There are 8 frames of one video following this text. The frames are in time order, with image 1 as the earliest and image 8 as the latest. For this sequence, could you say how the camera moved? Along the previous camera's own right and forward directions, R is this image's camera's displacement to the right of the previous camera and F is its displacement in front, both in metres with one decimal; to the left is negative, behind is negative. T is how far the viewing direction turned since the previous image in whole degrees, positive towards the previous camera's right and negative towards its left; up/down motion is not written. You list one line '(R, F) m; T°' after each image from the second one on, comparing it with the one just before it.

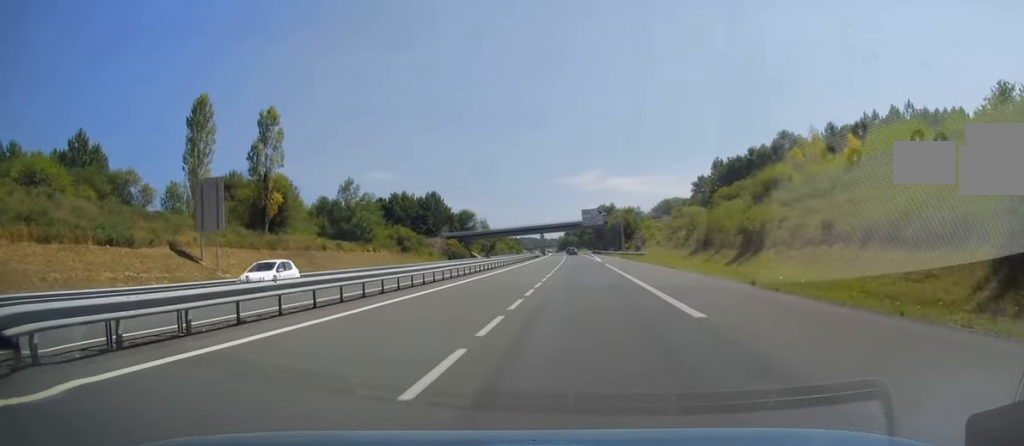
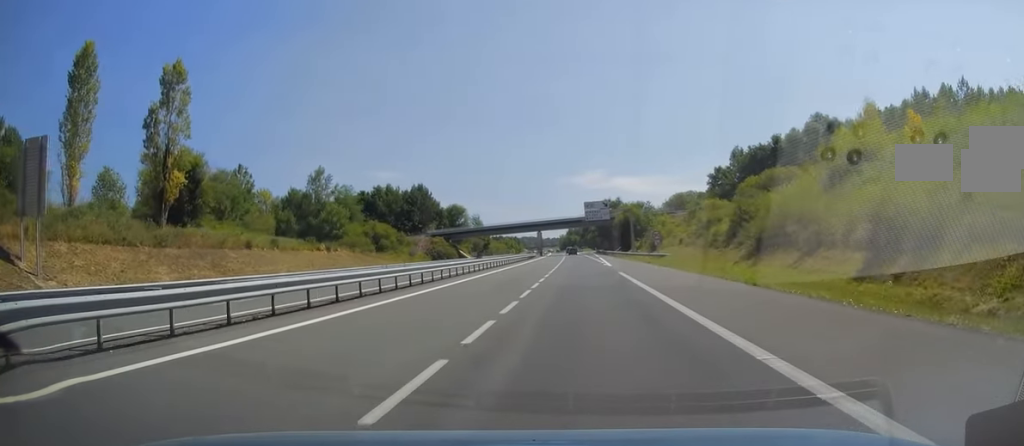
(0.0, +18.2) m; 0°
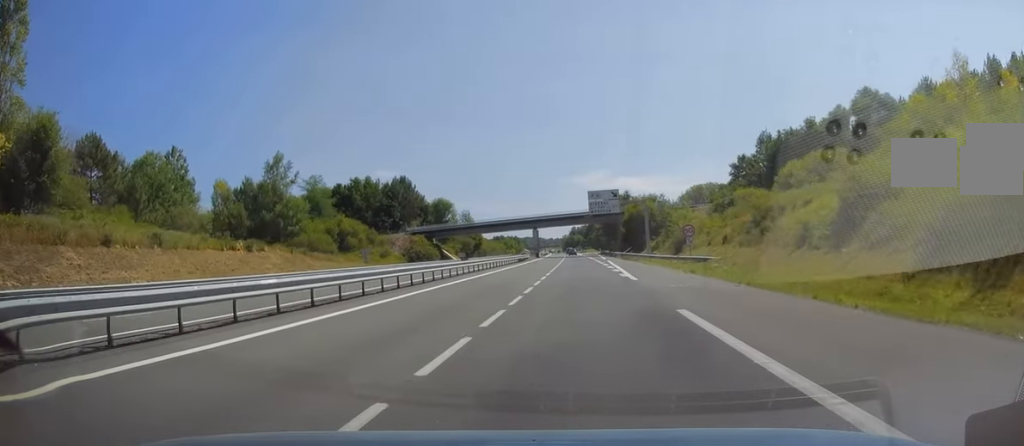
(0.0, +19.7) m; 0°
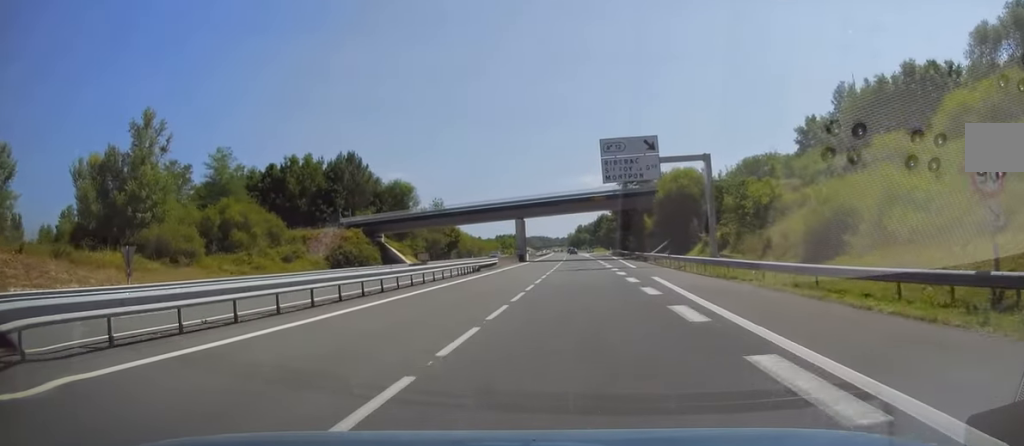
(-0.1, +37.9) m; 0°
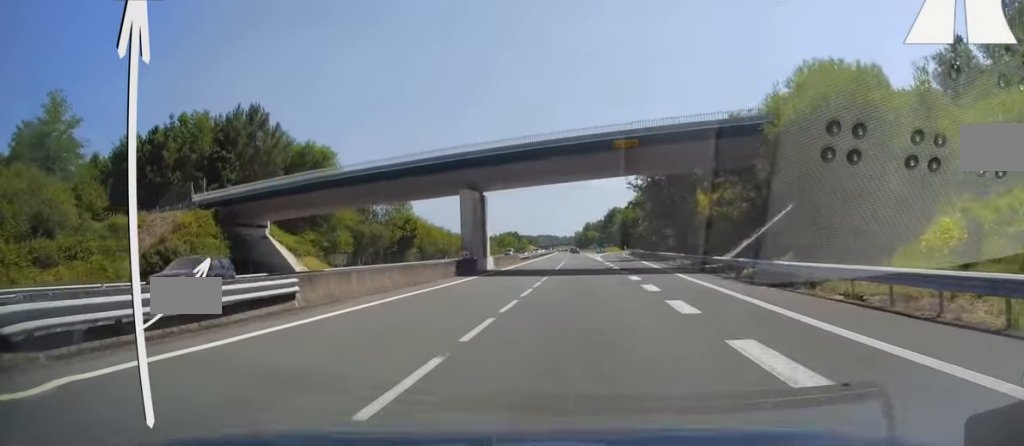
(-0.3, +37.9) m; -1°
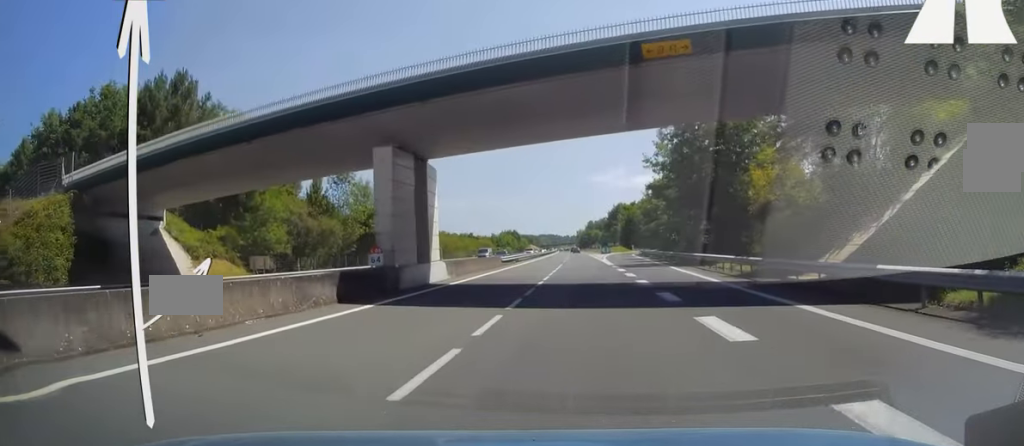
(-0.1, +16.7) m; -1°
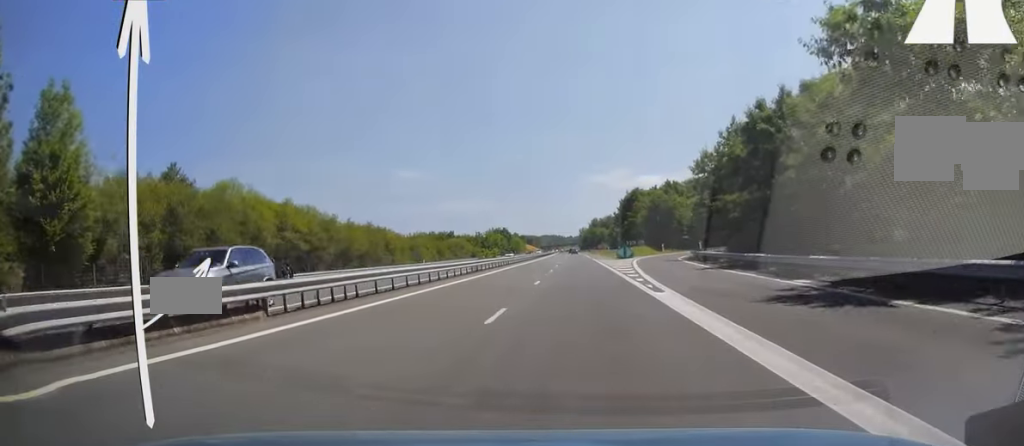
(-0.4, +50.7) m; 0°
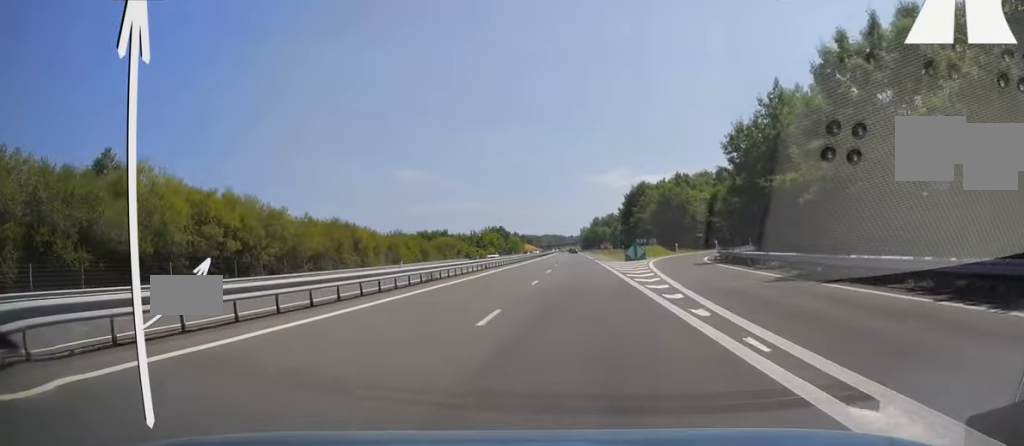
(+0.1, +13.3) m; 0°
